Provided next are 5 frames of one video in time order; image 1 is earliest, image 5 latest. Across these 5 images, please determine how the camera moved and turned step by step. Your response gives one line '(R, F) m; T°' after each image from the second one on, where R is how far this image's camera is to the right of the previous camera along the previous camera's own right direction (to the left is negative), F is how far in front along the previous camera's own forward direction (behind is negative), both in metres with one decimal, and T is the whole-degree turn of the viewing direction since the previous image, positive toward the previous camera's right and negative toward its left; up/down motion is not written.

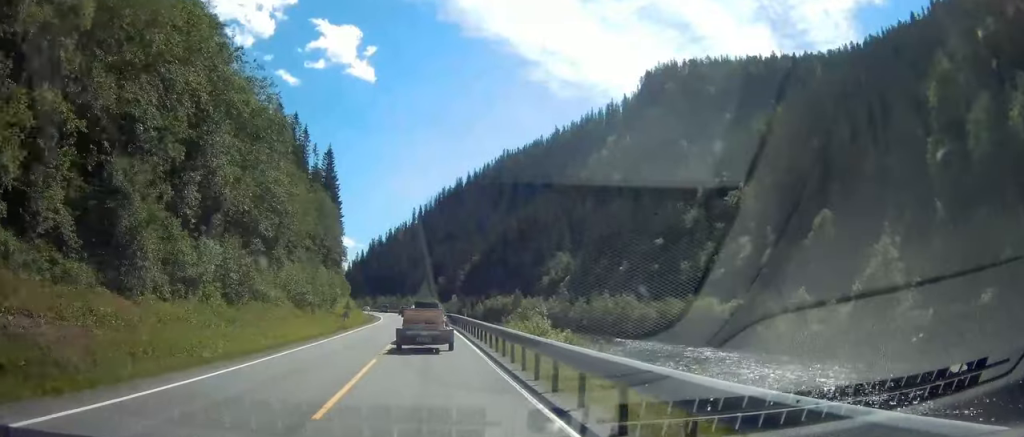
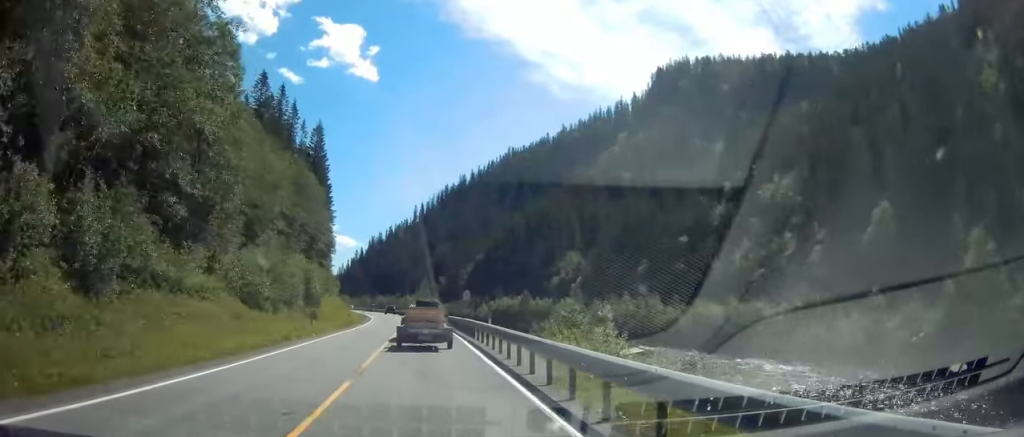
(0.0, +17.9) m; 0°
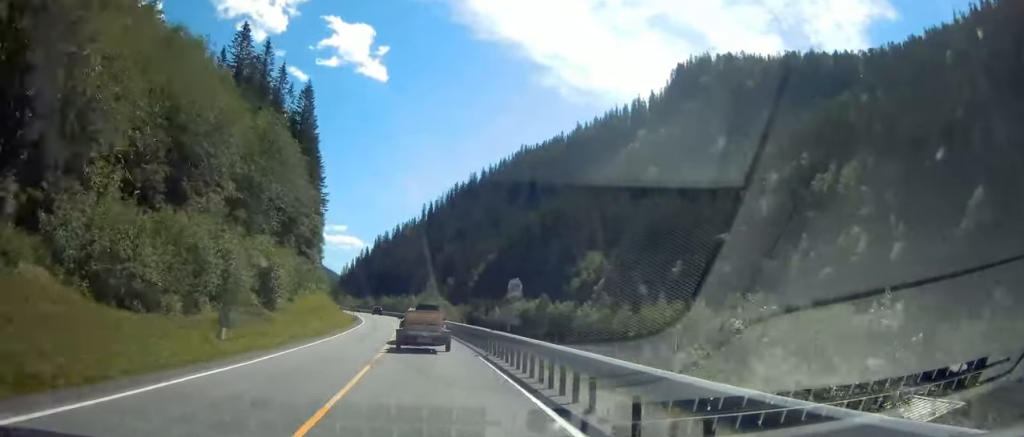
(0.0, +21.7) m; 0°
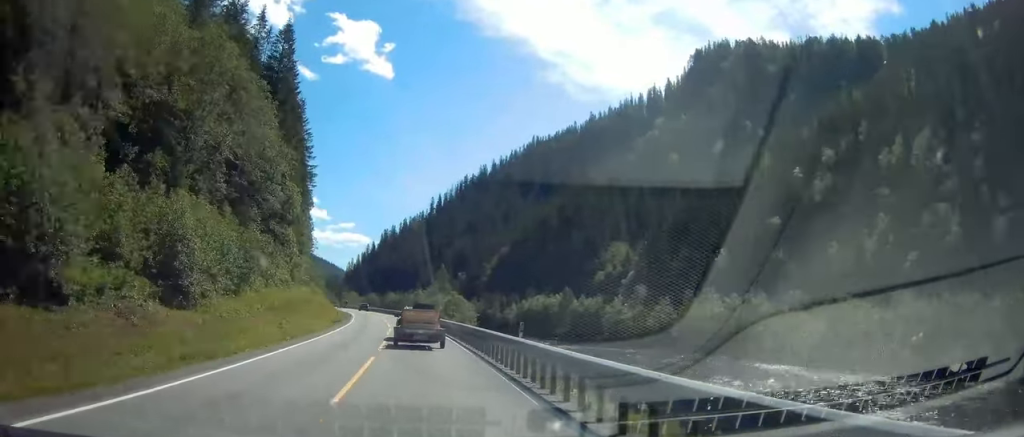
(-0.1, +21.4) m; 0°
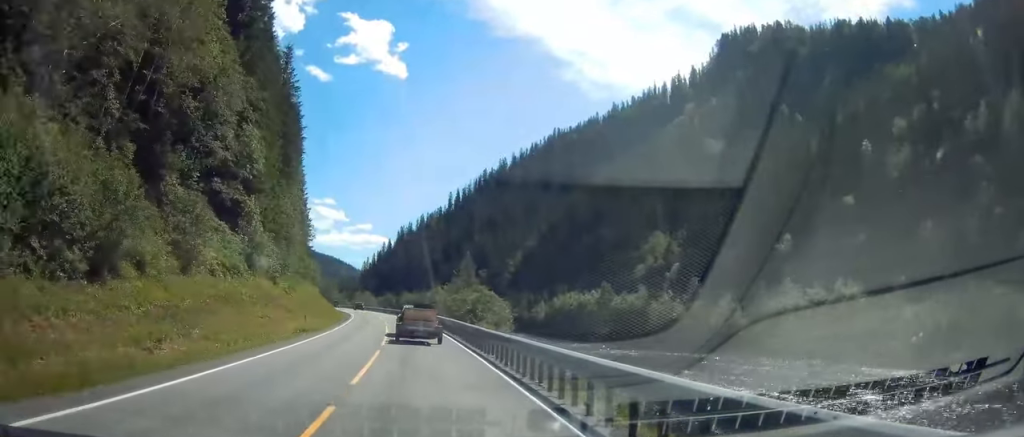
(-0.1, +20.8) m; -2°
